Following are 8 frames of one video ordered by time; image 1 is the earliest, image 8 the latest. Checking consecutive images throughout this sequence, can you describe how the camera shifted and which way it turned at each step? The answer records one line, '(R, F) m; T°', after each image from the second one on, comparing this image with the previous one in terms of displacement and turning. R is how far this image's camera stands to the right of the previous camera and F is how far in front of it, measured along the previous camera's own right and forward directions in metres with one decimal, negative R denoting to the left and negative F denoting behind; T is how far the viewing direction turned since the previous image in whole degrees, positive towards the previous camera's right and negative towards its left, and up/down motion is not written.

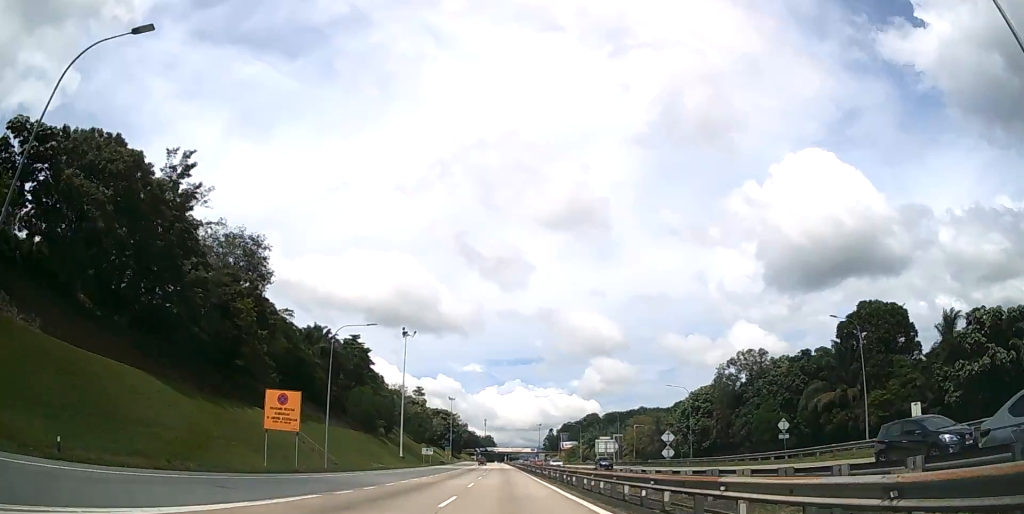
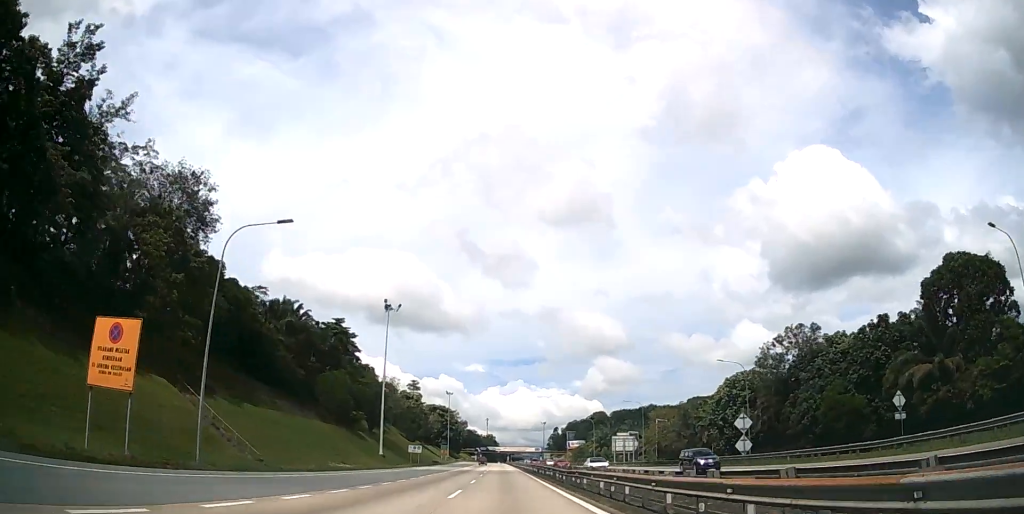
(0.0, +20.4) m; 0°
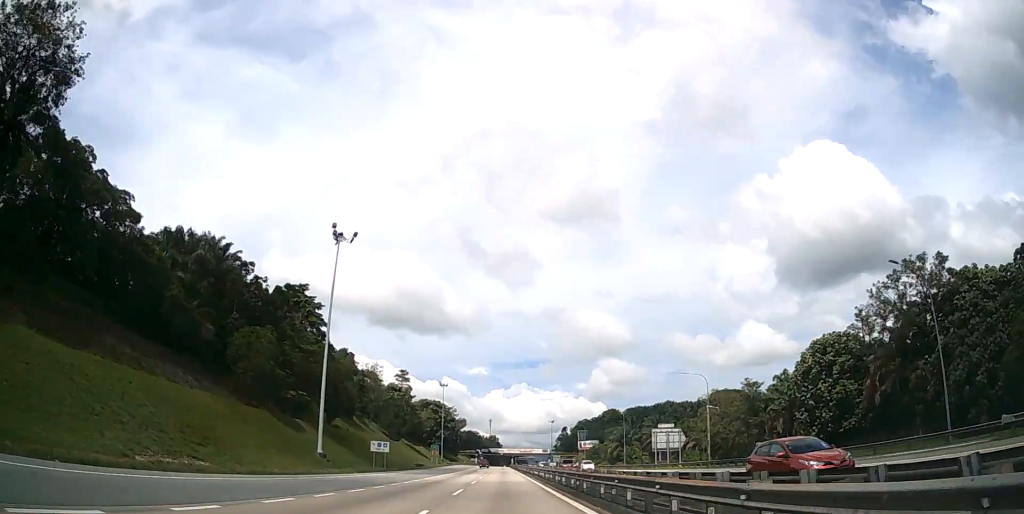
(-0.2, +32.9) m; 0°
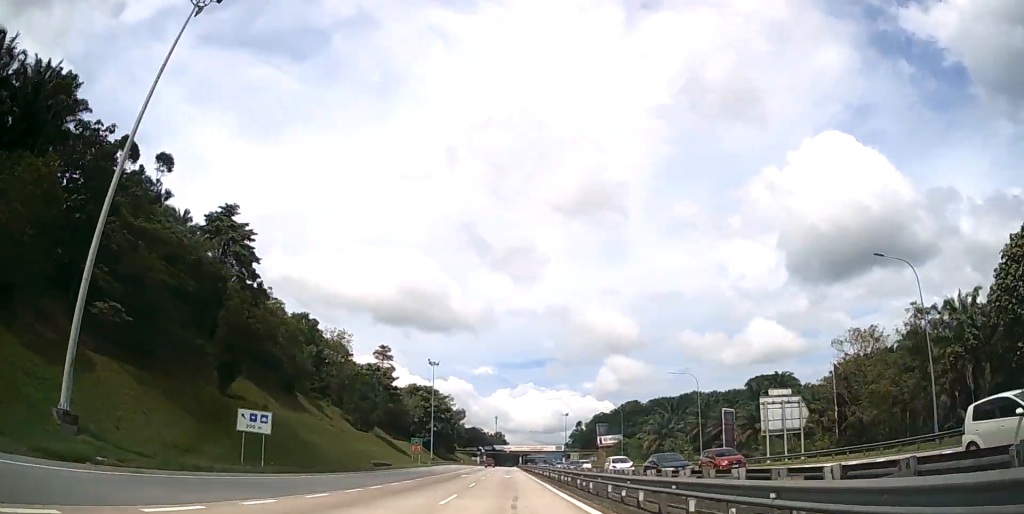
(-0.1, +40.8) m; -1°
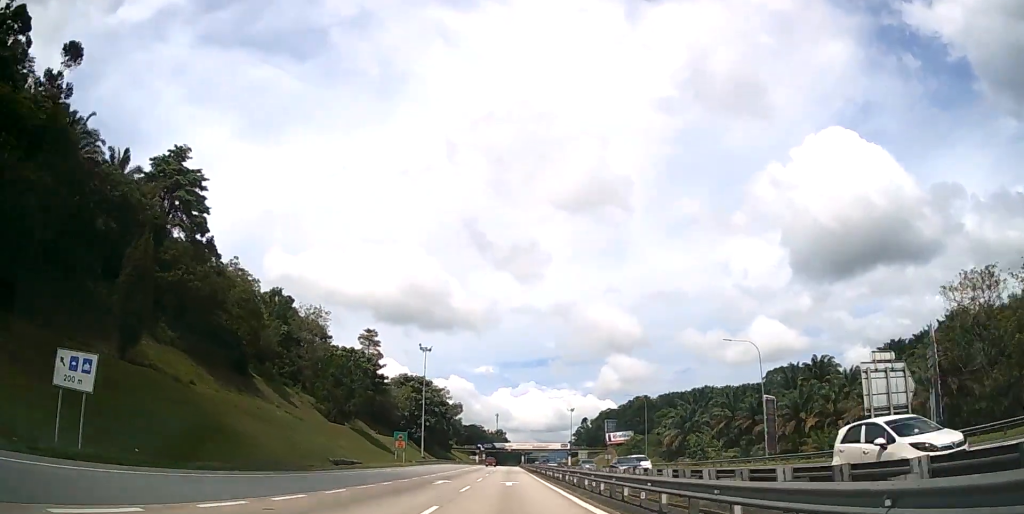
(-0.1, +18.1) m; 0°
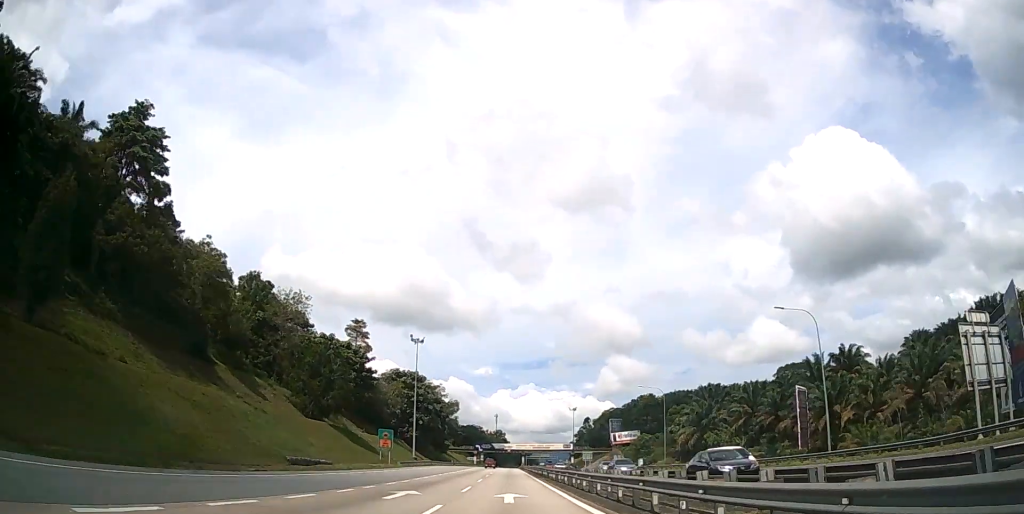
(-0.1, +11.3) m; 0°
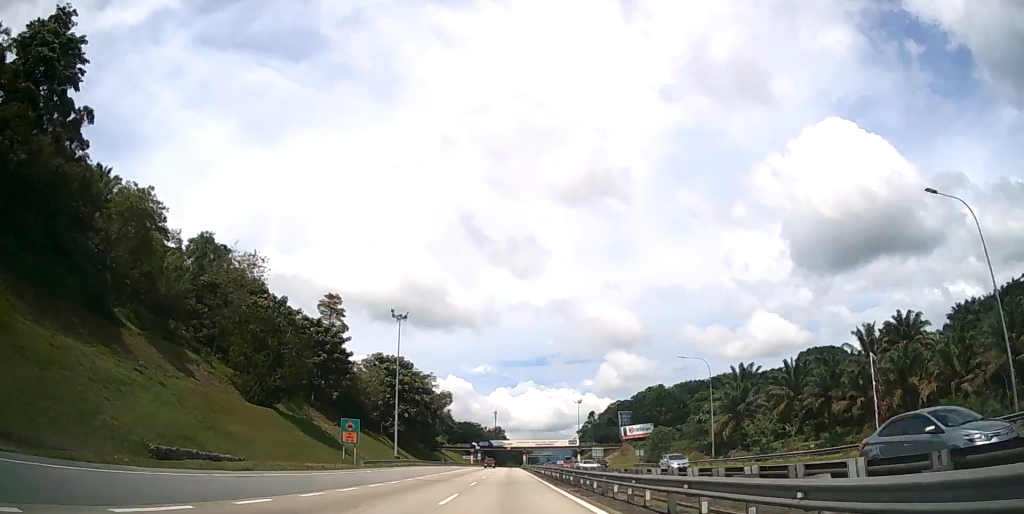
(0.0, +19.1) m; 0°
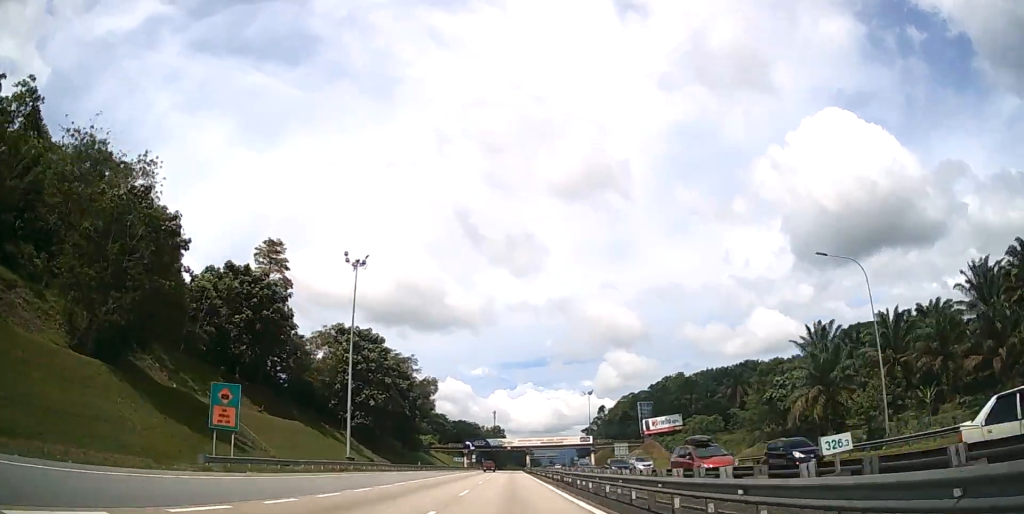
(+0.1, +30.4) m; 0°
